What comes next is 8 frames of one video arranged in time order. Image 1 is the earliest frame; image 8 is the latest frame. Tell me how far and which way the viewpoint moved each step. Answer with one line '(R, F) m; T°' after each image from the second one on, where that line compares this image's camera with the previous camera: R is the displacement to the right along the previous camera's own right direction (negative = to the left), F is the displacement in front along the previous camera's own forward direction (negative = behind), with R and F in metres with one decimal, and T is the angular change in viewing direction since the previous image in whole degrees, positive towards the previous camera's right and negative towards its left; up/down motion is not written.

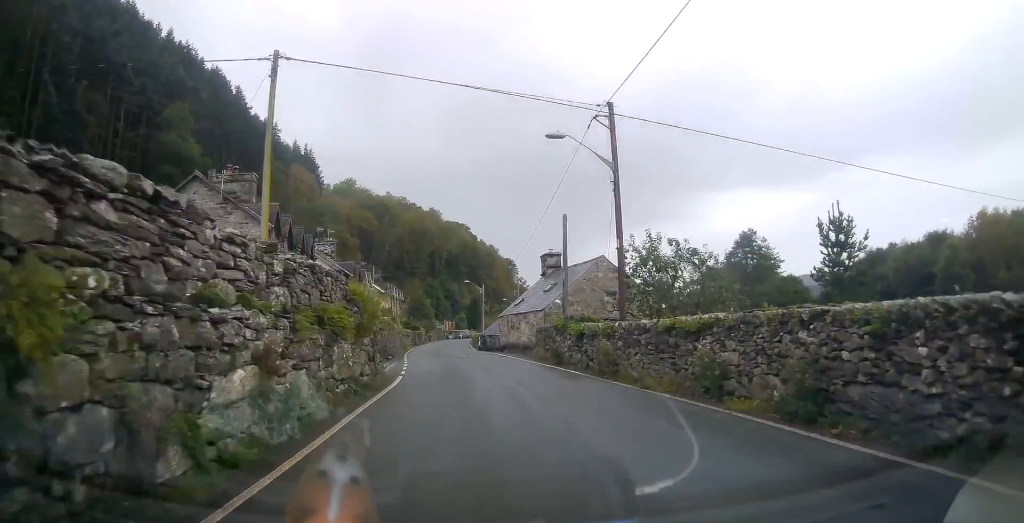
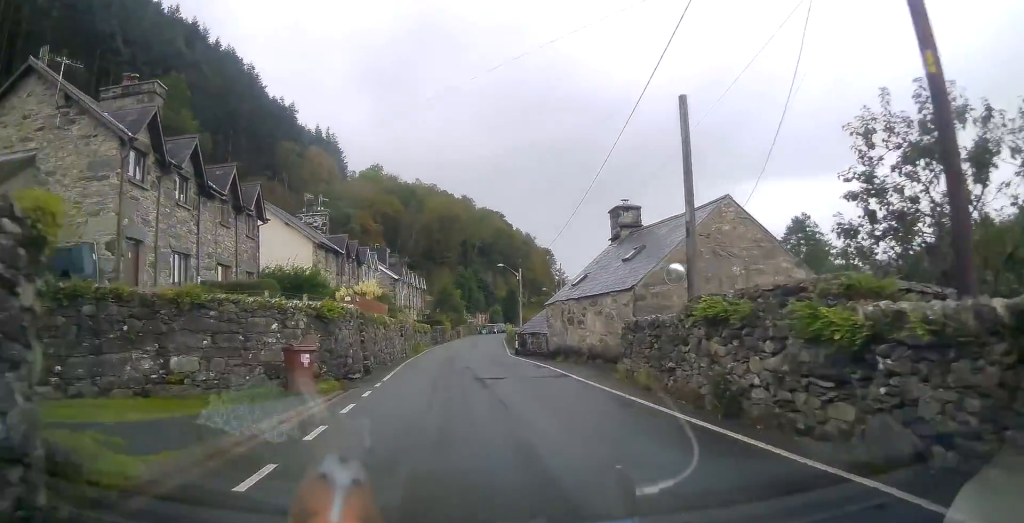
(0.0, +13.2) m; -2°
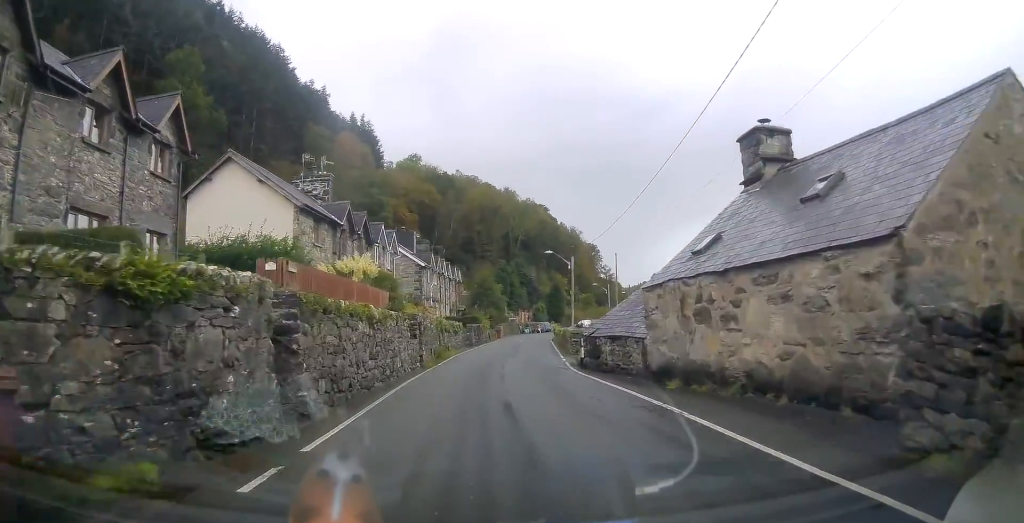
(-0.3, +9.8) m; -2°
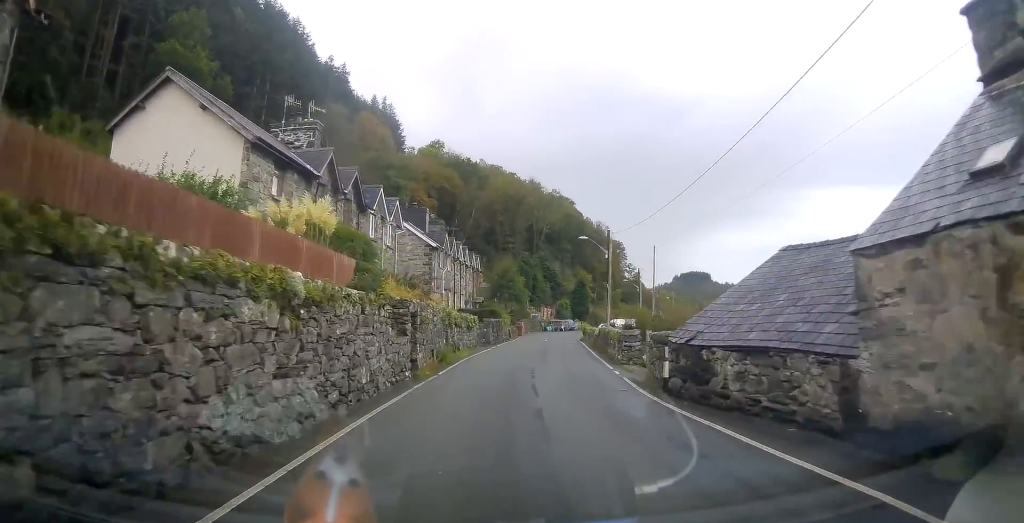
(0.0, +7.5) m; -1°
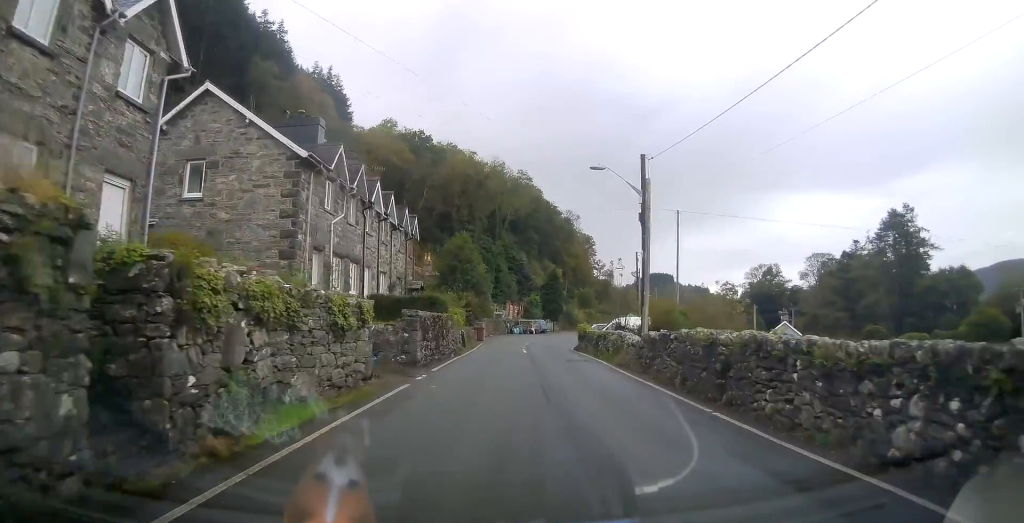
(+0.1, +20.1) m; +3°
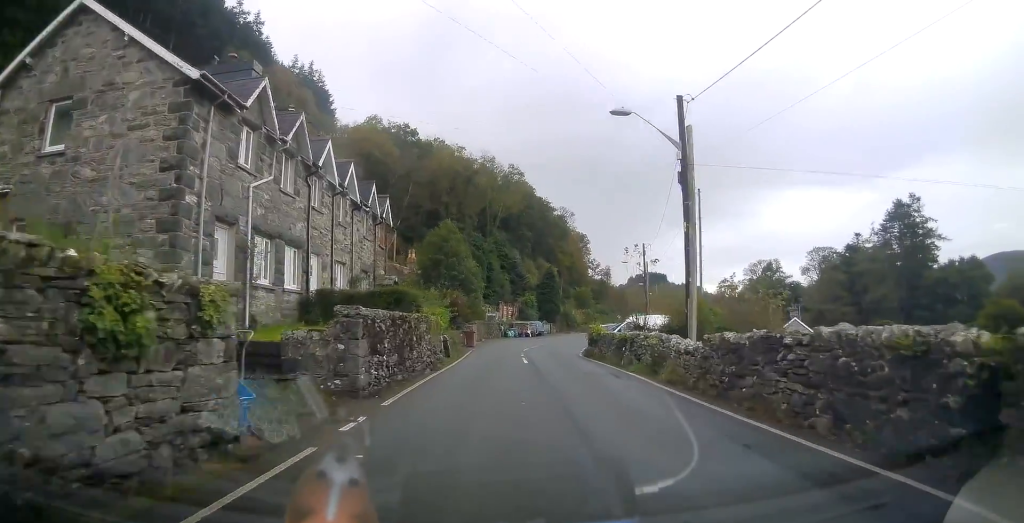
(+0.1, +6.5) m; +1°
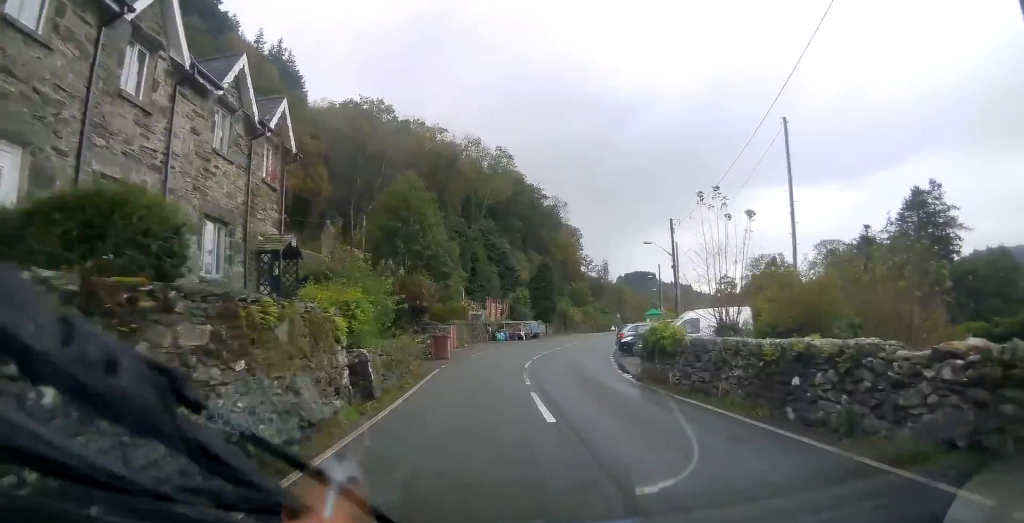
(+0.1, +13.0) m; +1°
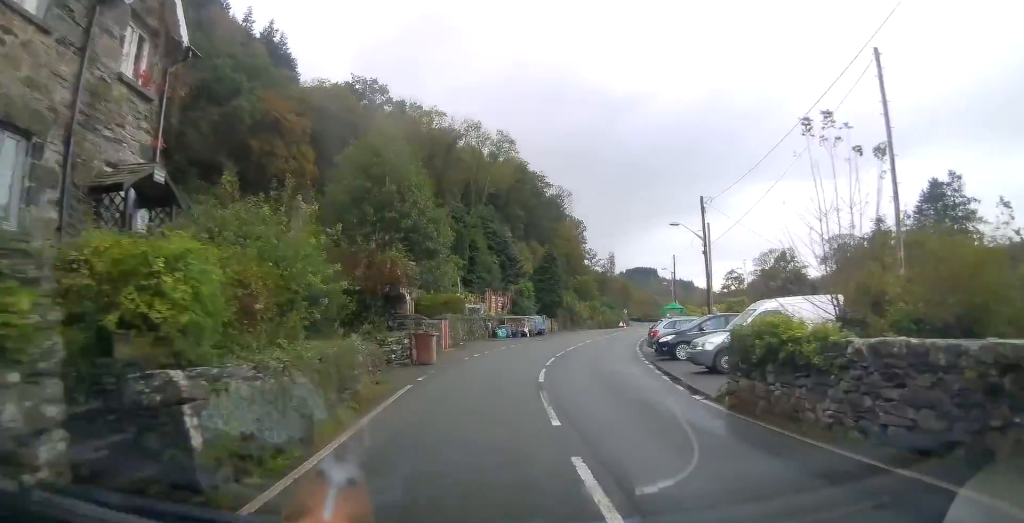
(0.0, +6.6) m; 0°
